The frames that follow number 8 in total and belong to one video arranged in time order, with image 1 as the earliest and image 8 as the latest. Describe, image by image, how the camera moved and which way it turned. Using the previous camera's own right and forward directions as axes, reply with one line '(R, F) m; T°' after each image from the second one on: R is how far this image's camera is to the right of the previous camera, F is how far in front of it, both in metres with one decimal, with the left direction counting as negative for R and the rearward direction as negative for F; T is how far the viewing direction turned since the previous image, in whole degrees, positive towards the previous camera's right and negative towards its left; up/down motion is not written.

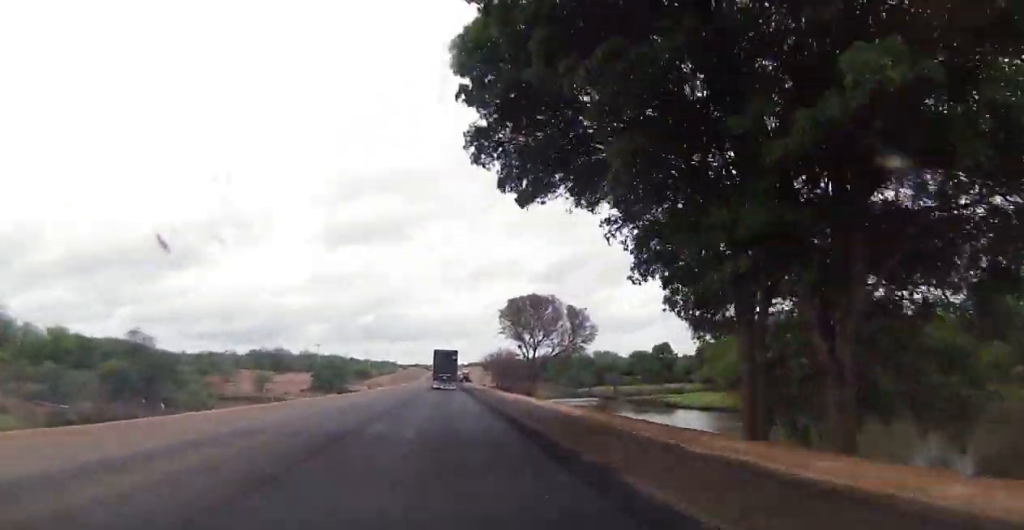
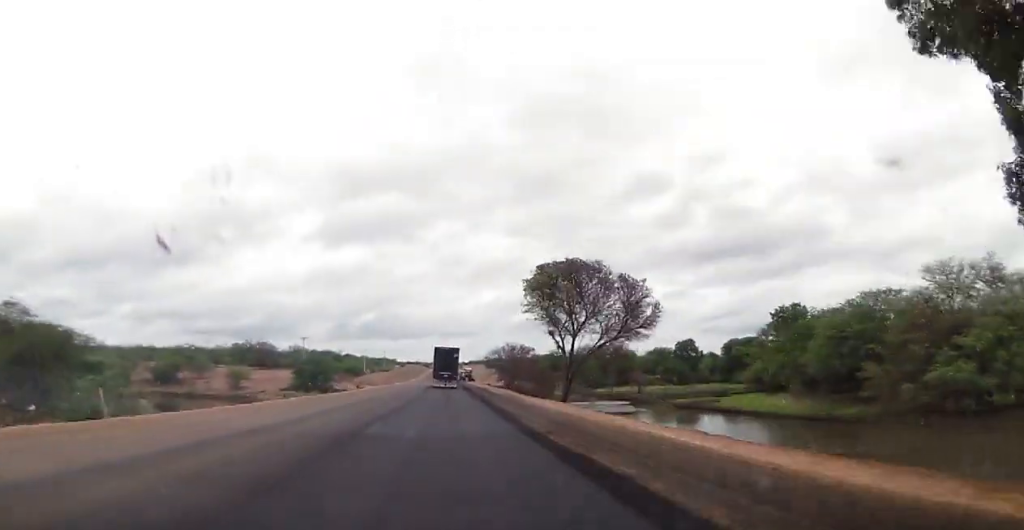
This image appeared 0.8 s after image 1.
(+0.1, +21.6) m; +1°
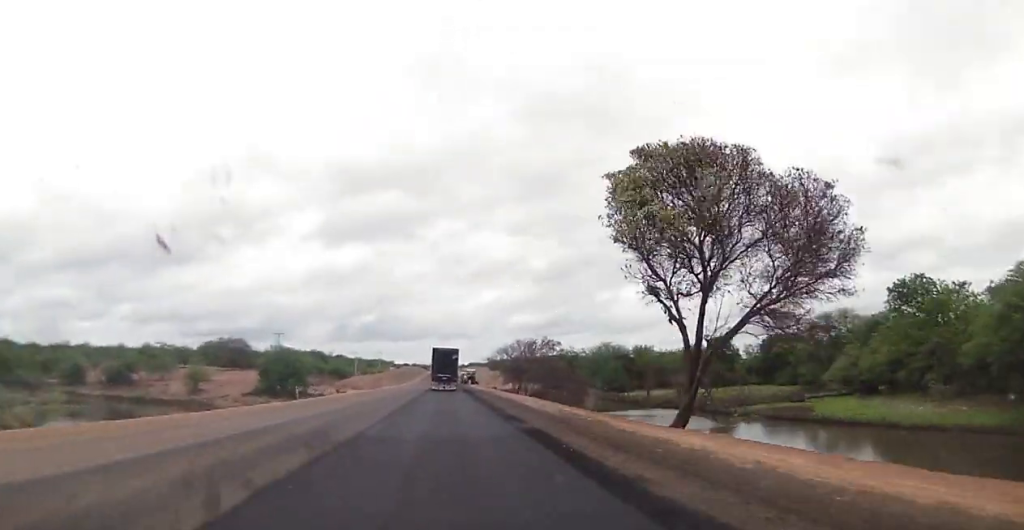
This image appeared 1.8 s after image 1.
(+0.3, +26.2) m; +1°
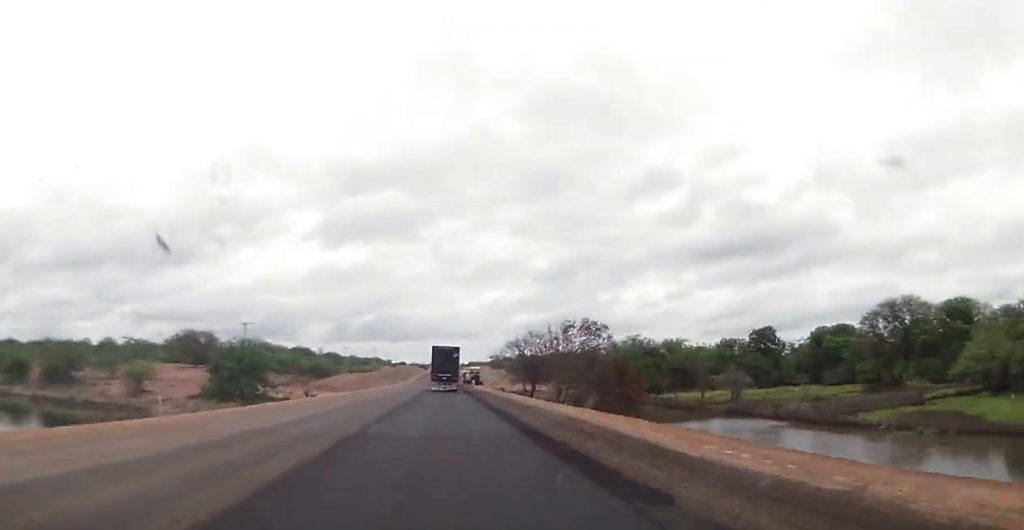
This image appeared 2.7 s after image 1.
(0.0, +25.4) m; -1°
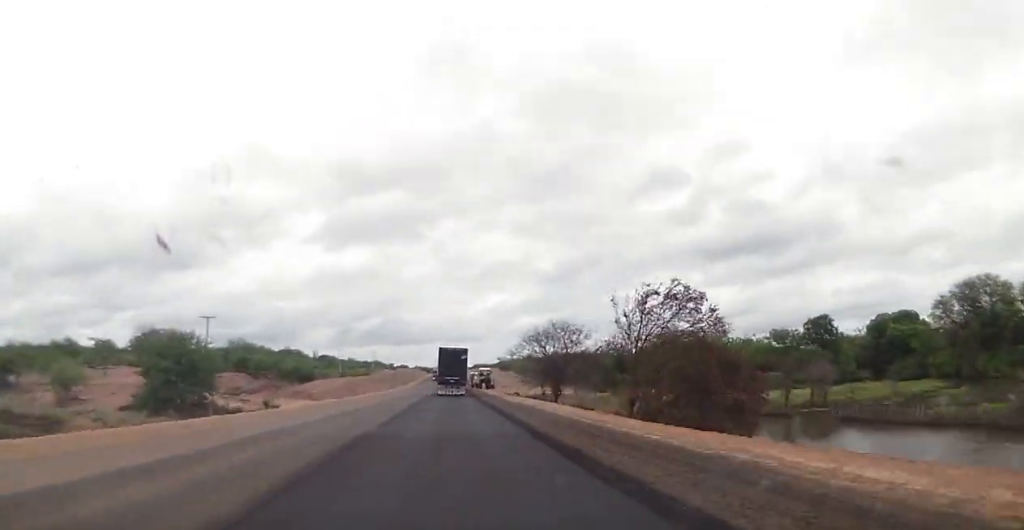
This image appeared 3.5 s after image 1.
(-0.1, +22.8) m; -1°
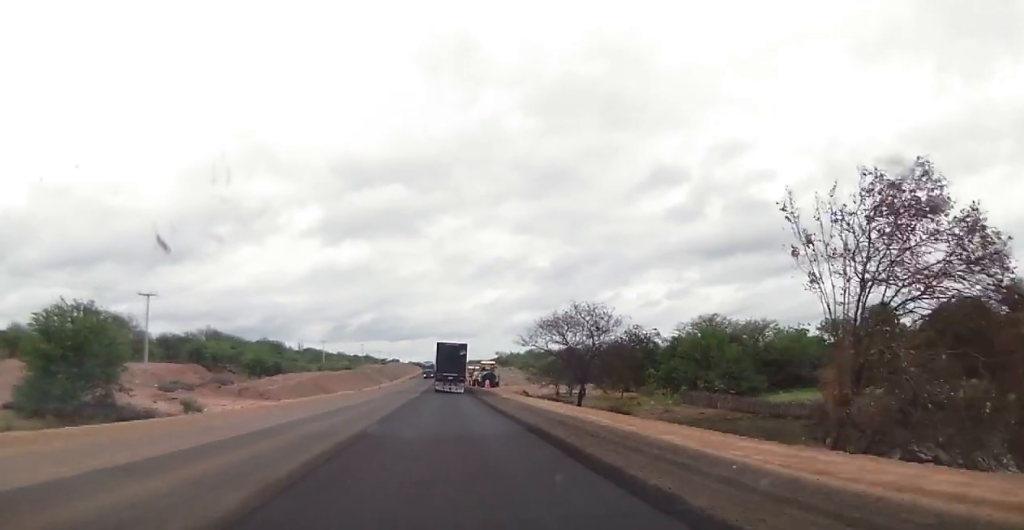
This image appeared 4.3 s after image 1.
(-0.4, +21.1) m; 0°
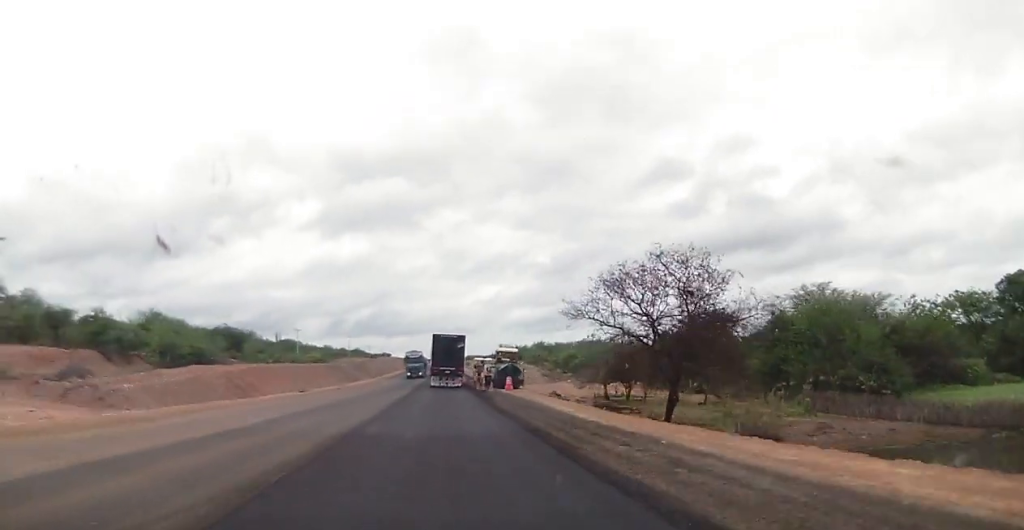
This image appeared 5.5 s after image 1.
(+0.2, +33.1) m; -1°
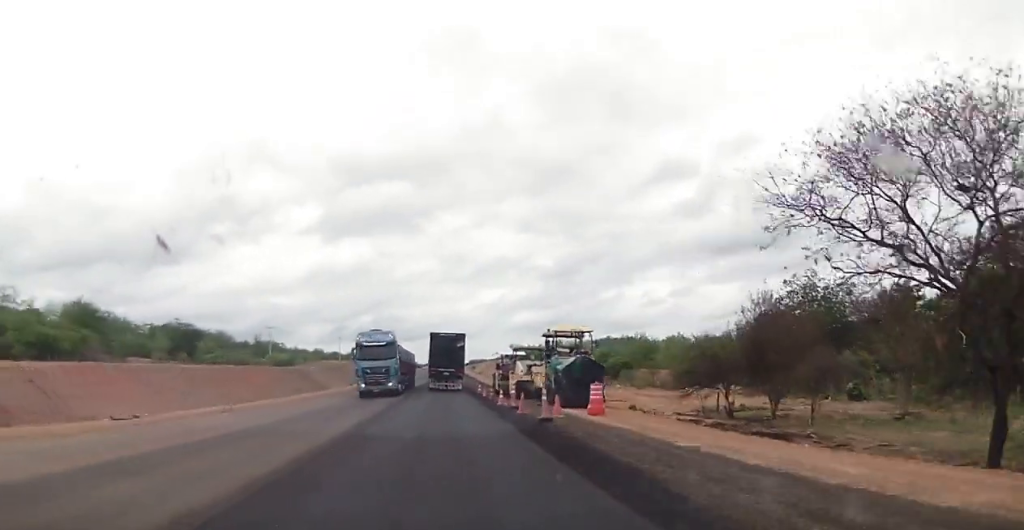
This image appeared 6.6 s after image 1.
(-0.1, +30.5) m; +2°
